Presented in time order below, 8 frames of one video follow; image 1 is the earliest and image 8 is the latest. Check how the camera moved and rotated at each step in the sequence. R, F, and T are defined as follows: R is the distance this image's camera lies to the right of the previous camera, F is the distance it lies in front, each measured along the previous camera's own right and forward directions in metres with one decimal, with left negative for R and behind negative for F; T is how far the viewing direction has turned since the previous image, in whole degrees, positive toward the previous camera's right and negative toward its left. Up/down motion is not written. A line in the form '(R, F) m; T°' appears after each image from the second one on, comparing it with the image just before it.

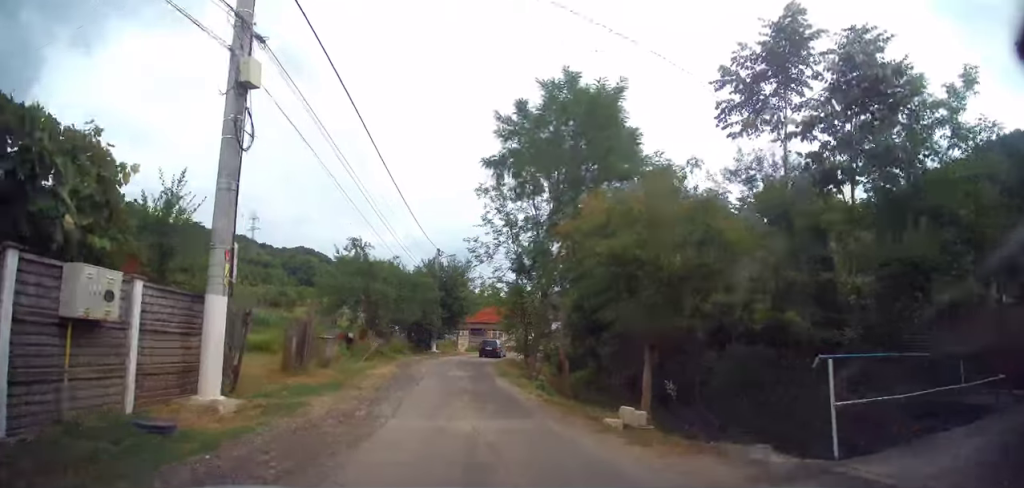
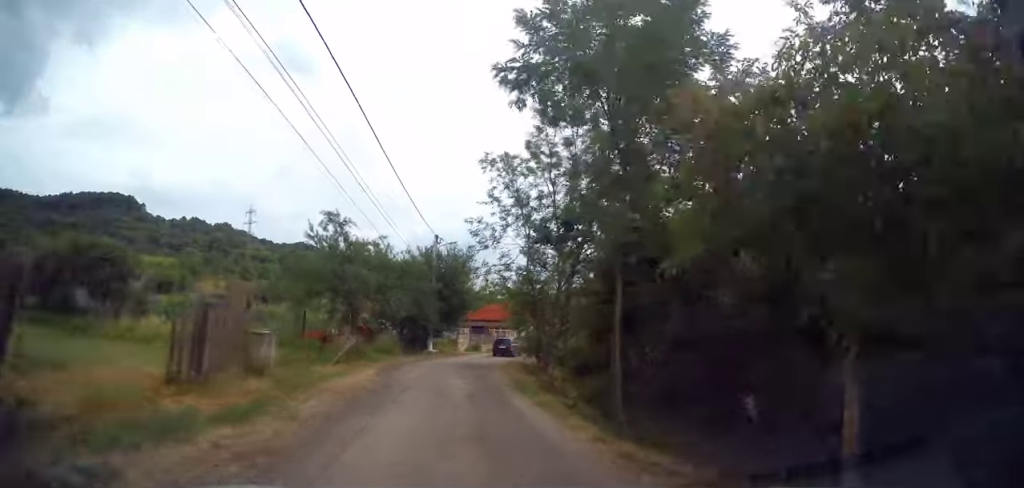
(+0.2, +5.0) m; 0°
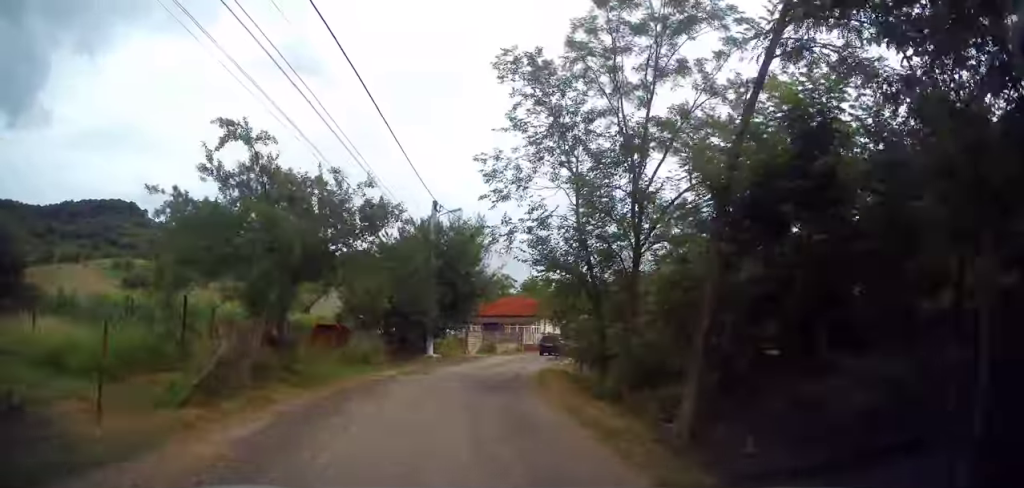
(-0.1, +9.7) m; 0°
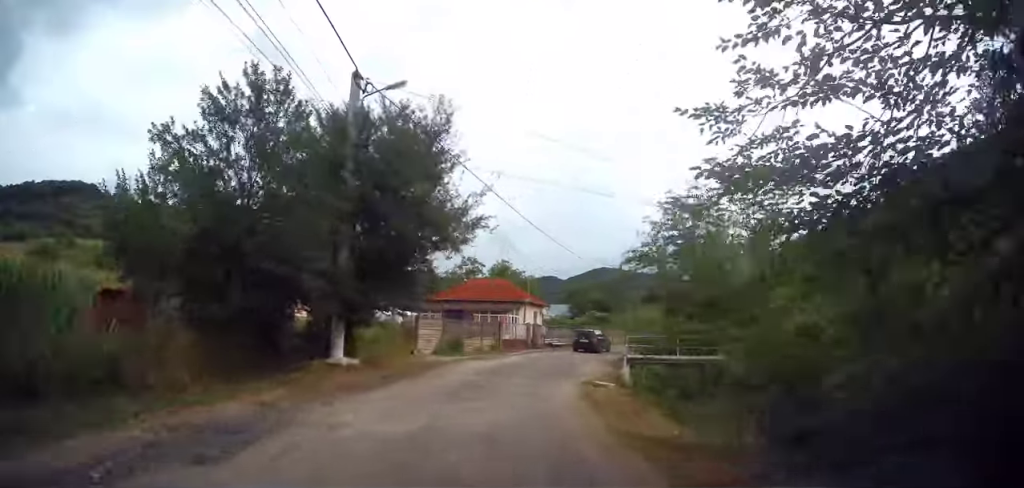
(+0.5, +14.2) m; +3°
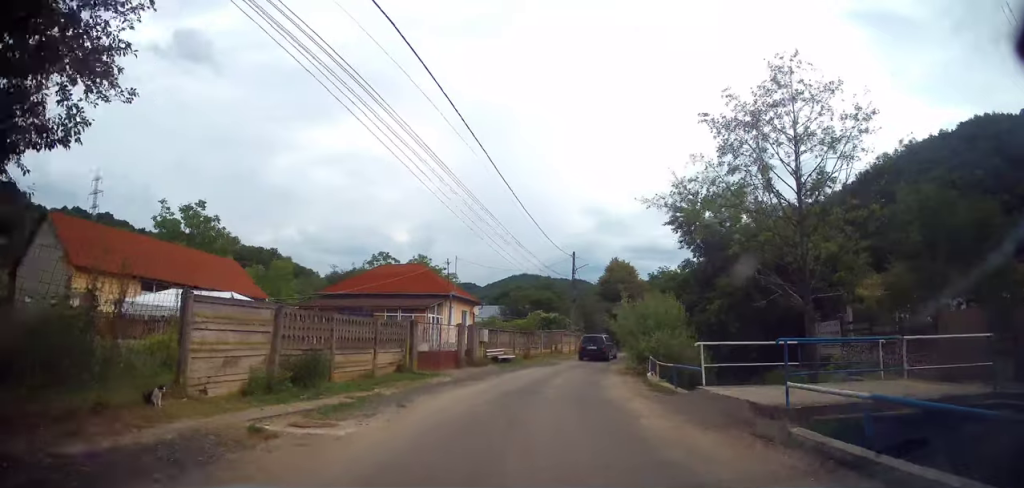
(+0.5, +13.8) m; +7°
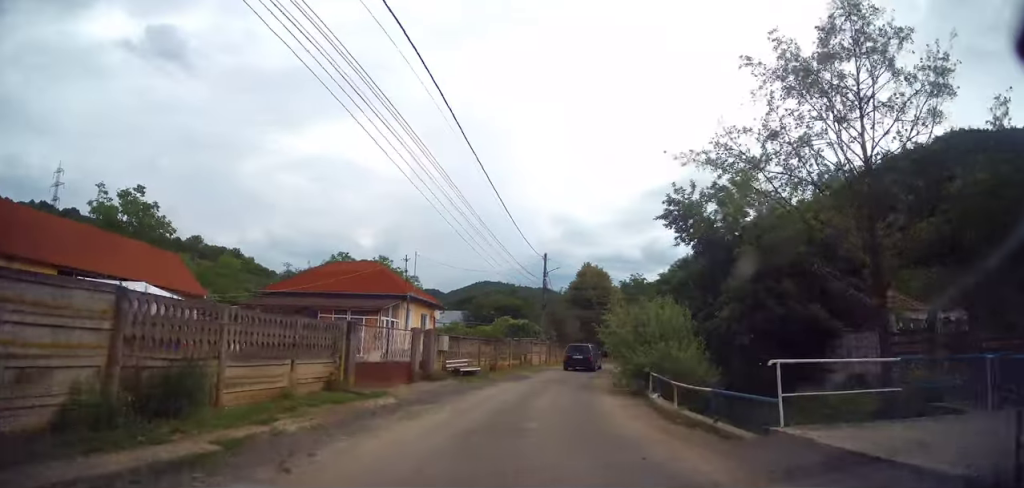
(0.0, +4.0) m; +4°
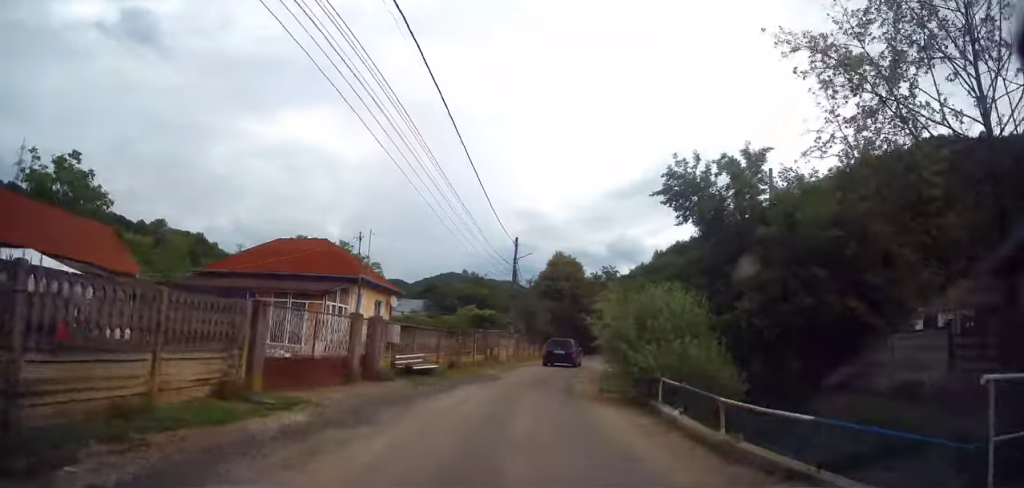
(+0.2, +3.9) m; +5°
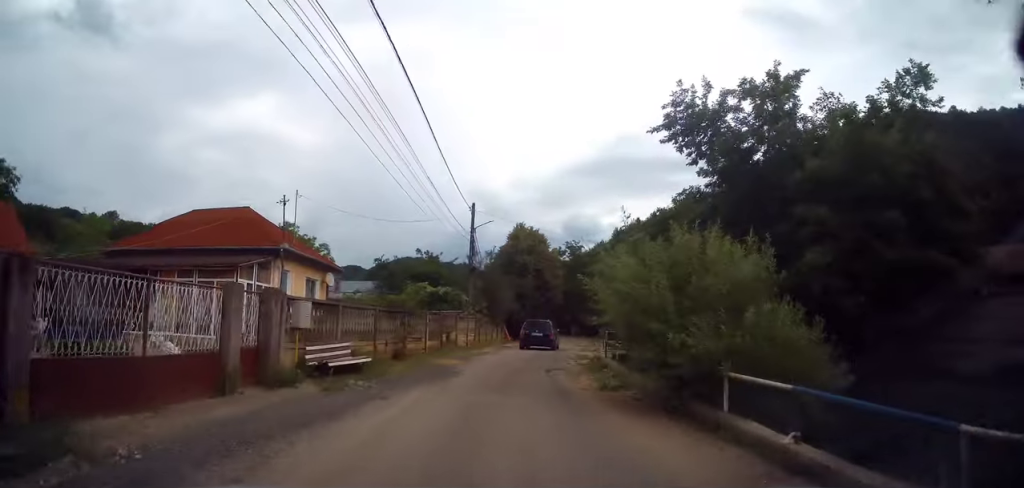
(+0.2, +5.0) m; +7°
